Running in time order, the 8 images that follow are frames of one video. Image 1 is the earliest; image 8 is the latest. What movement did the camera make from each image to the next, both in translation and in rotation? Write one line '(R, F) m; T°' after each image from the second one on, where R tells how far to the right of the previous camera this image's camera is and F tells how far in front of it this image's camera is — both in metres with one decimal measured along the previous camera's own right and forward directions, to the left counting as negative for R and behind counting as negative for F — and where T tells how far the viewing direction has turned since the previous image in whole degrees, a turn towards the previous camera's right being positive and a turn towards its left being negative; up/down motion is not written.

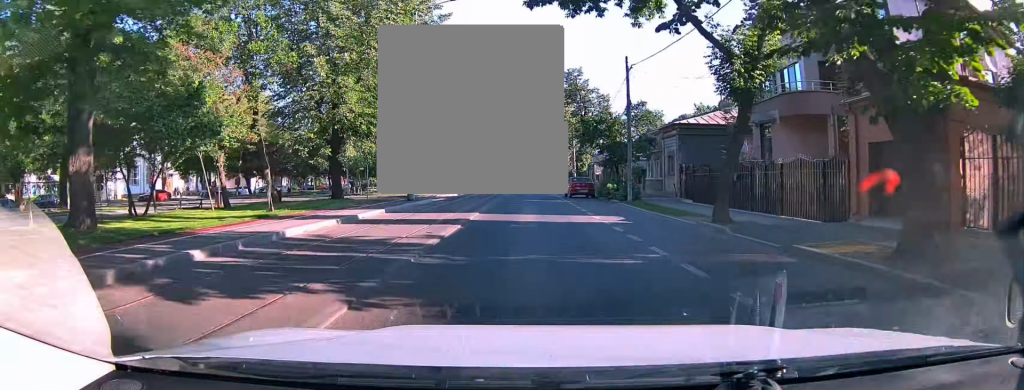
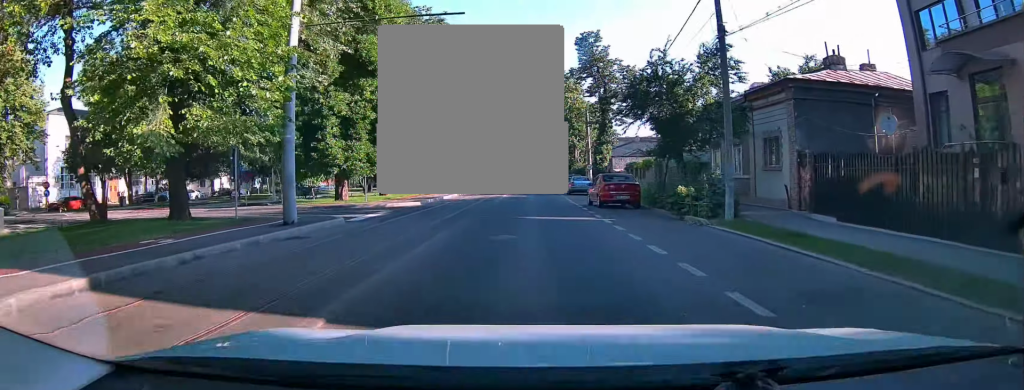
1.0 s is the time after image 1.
(0.0, +14.1) m; -1°
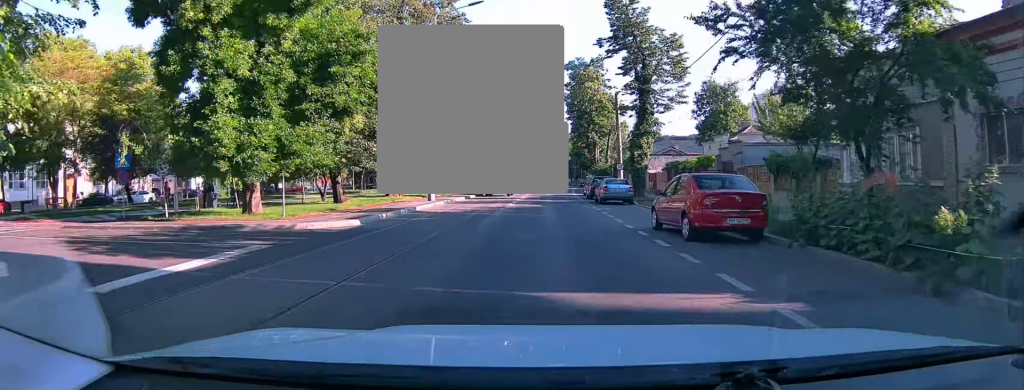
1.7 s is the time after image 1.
(-0.1, +10.7) m; 0°
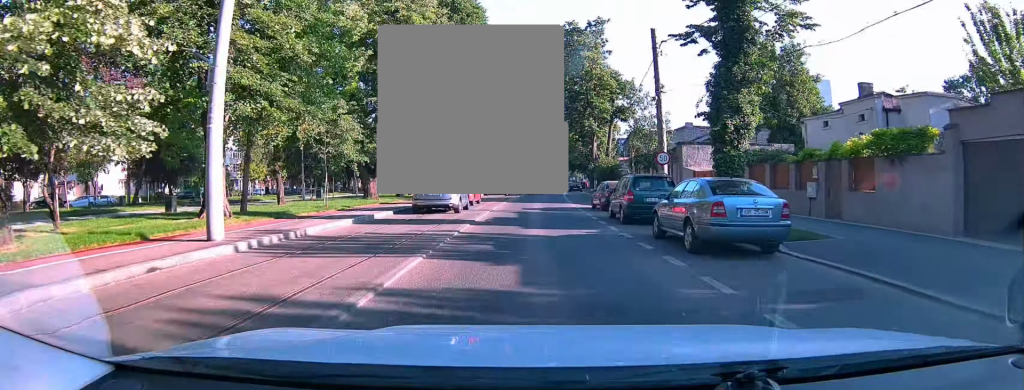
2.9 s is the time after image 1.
(+0.1, +18.2) m; +1°
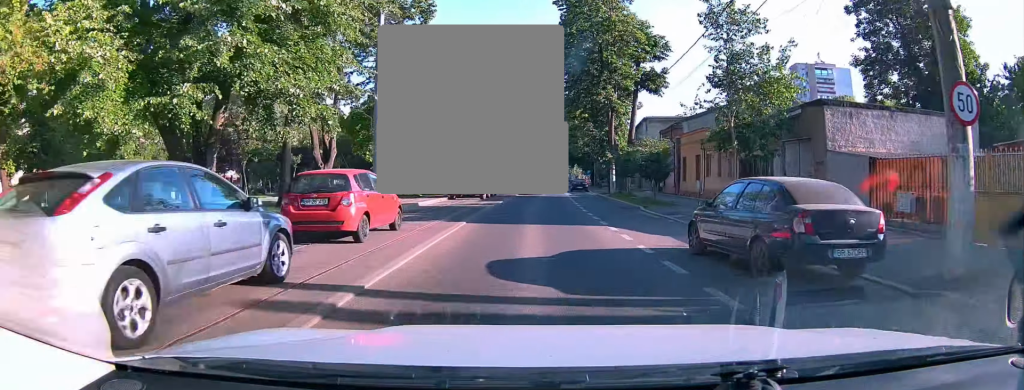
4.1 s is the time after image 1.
(+0.1, +17.1) m; +1°
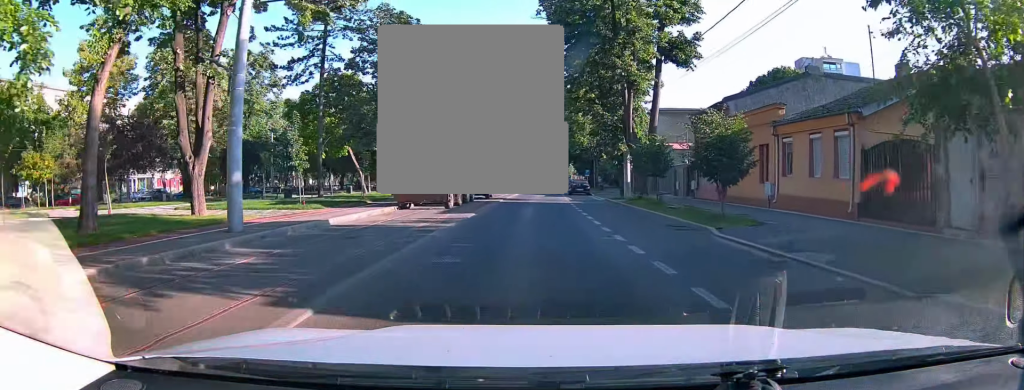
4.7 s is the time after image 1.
(+0.1, +10.2) m; +1°
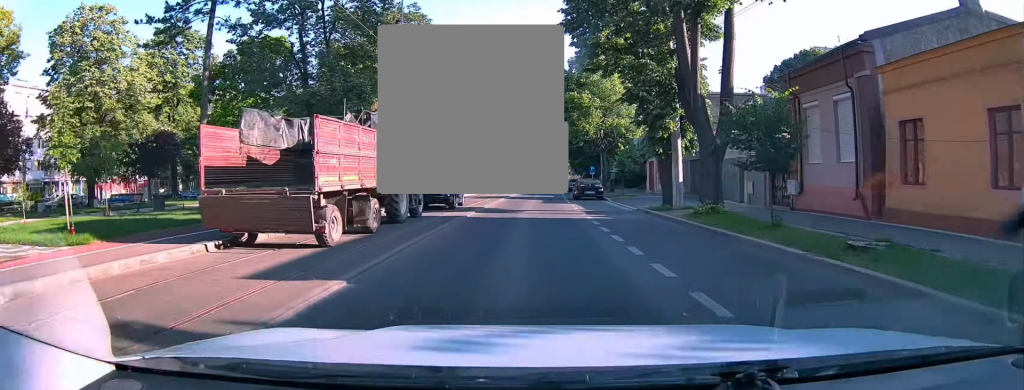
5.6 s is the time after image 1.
(+0.2, +12.7) m; +1°
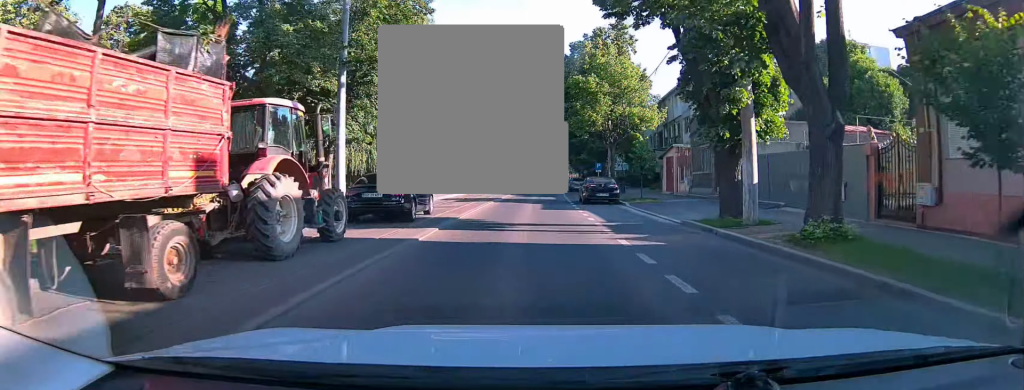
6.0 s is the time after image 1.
(0.0, +7.1) m; 0°
